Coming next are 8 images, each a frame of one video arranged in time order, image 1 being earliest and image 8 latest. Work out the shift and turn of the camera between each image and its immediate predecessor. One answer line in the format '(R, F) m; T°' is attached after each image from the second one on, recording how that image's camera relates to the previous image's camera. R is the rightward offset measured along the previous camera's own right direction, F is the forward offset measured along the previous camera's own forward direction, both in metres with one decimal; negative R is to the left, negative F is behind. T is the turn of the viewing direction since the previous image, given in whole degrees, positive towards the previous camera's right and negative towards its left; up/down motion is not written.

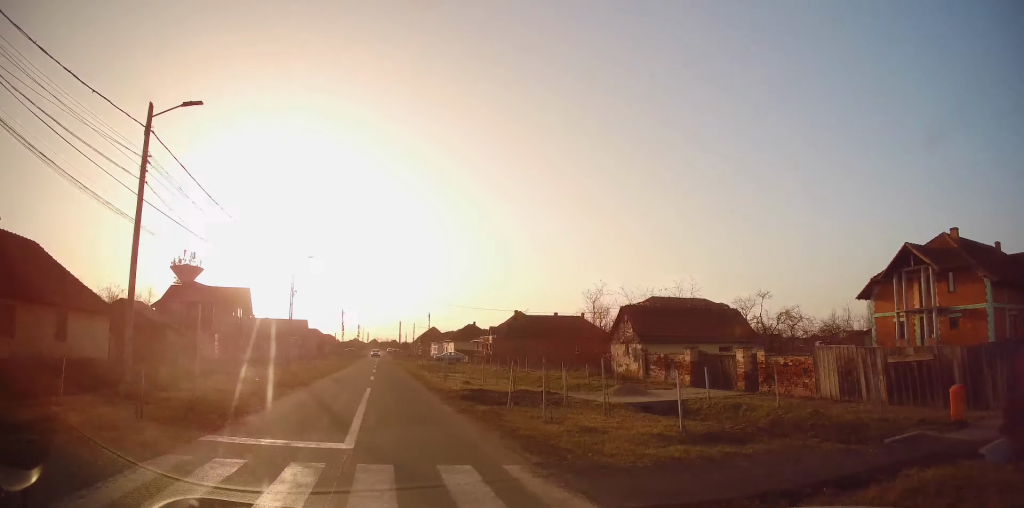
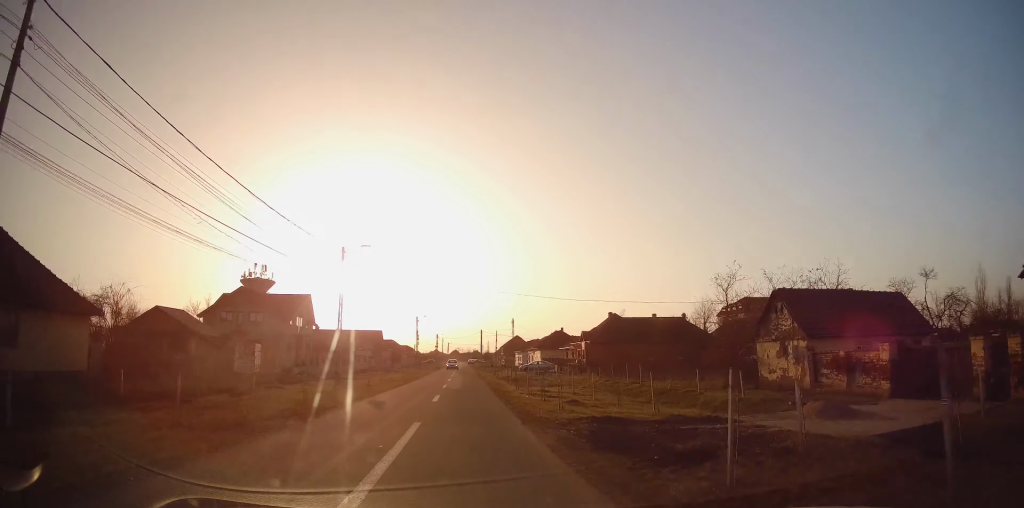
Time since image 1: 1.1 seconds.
(-1.1, +6.5) m; -14°
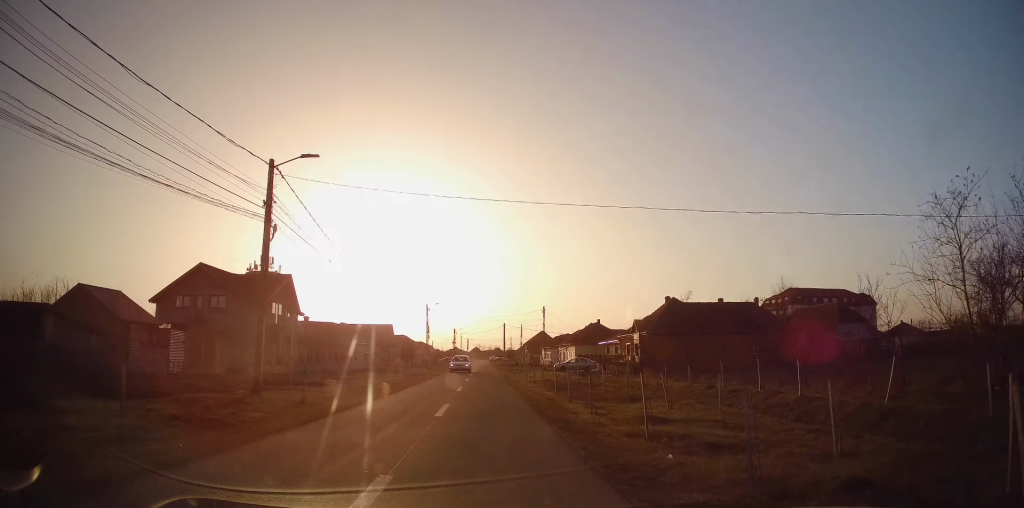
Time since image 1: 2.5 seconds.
(-1.0, +11.3) m; -9°
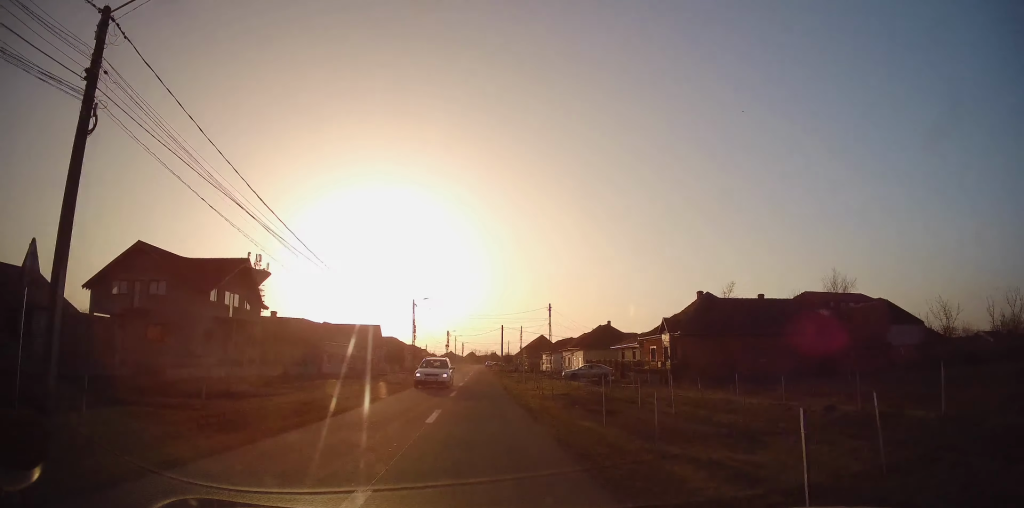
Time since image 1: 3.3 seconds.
(-0.4, +8.7) m; 0°
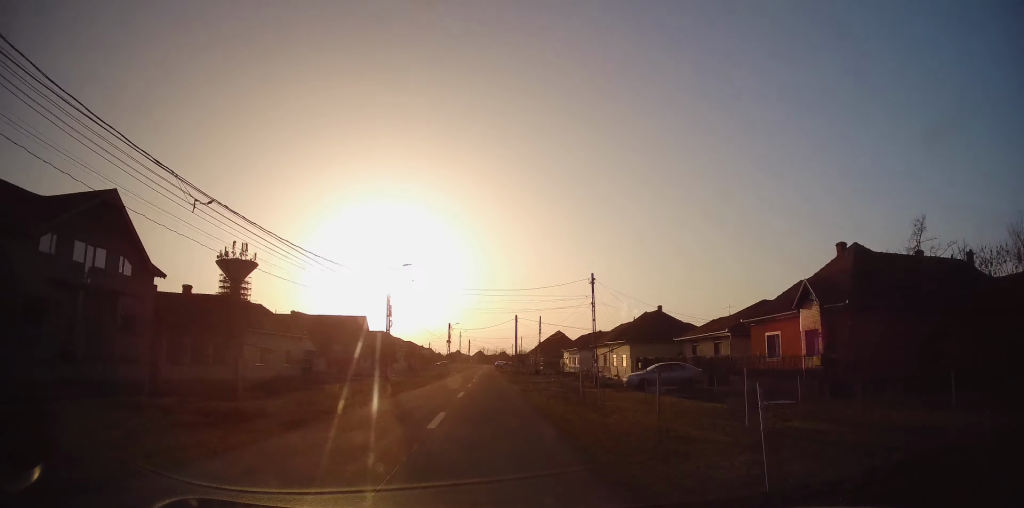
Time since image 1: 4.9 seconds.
(+0.5, +17.6) m; +1°
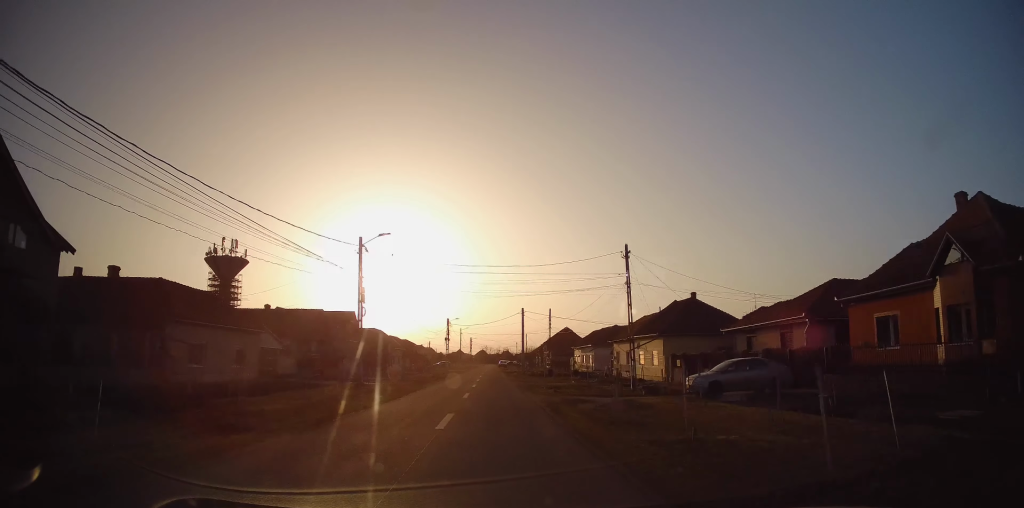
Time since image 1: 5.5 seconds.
(-0.3, +8.3) m; -1°
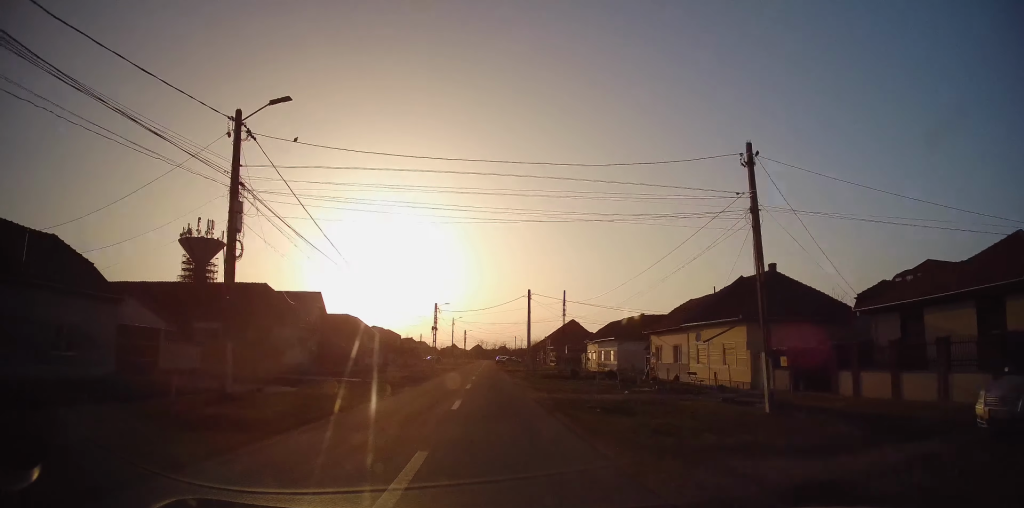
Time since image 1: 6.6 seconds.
(0.0, +14.4) m; 0°
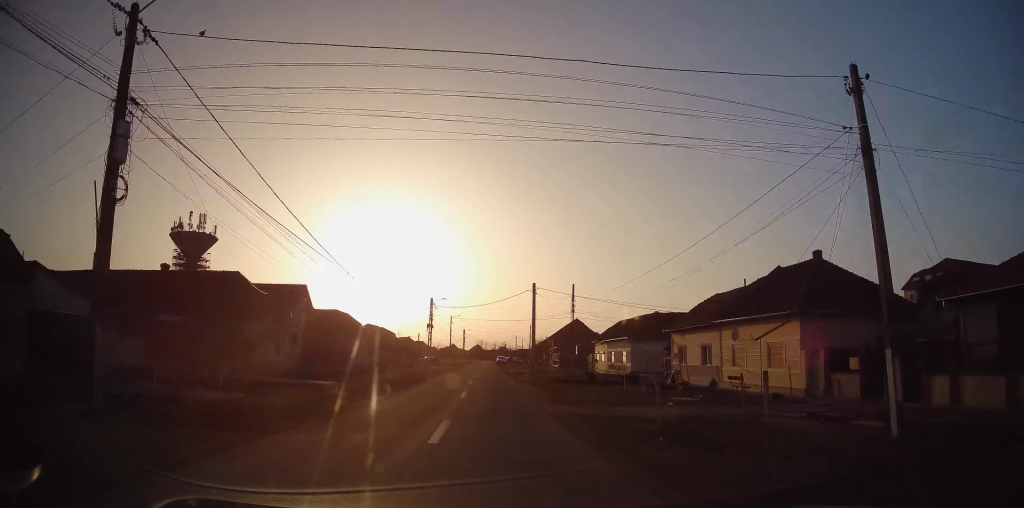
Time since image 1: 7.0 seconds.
(0.0, +5.4) m; 0°
